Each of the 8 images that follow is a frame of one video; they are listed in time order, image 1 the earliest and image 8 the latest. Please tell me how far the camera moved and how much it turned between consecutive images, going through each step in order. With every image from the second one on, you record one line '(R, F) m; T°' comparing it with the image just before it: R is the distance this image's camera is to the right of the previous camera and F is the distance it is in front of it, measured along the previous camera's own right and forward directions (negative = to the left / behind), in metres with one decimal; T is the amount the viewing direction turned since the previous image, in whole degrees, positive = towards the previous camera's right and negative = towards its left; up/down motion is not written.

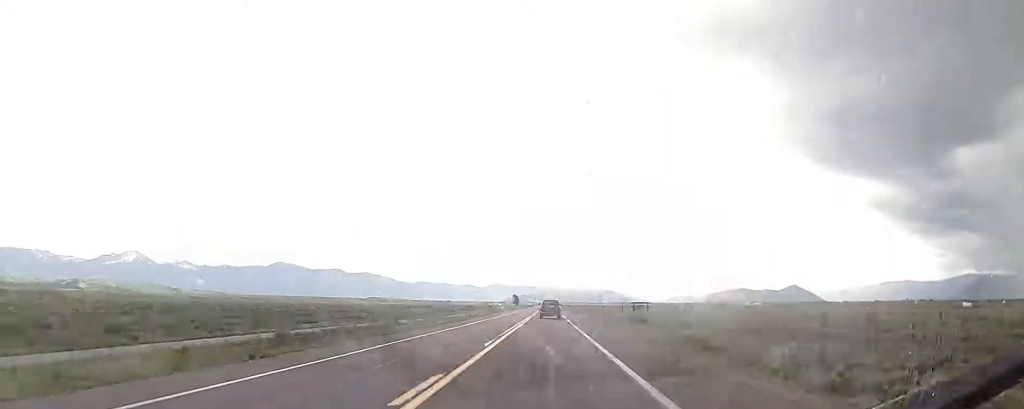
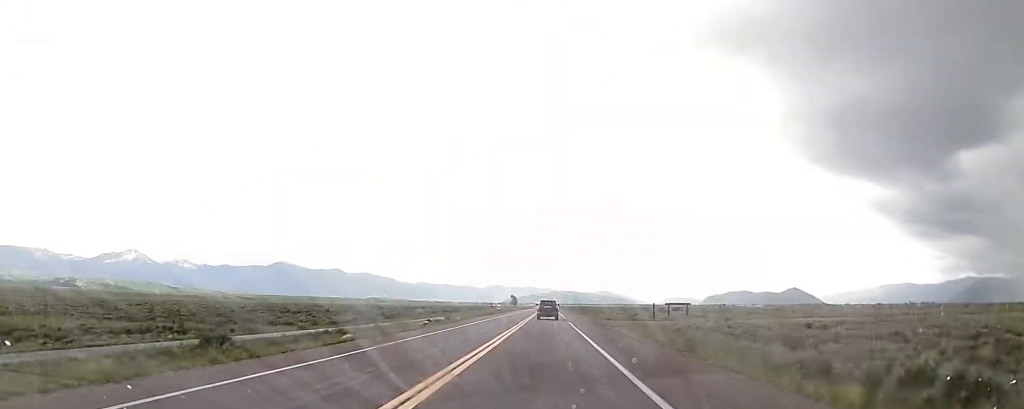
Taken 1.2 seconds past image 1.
(0.0, +30.1) m; -1°
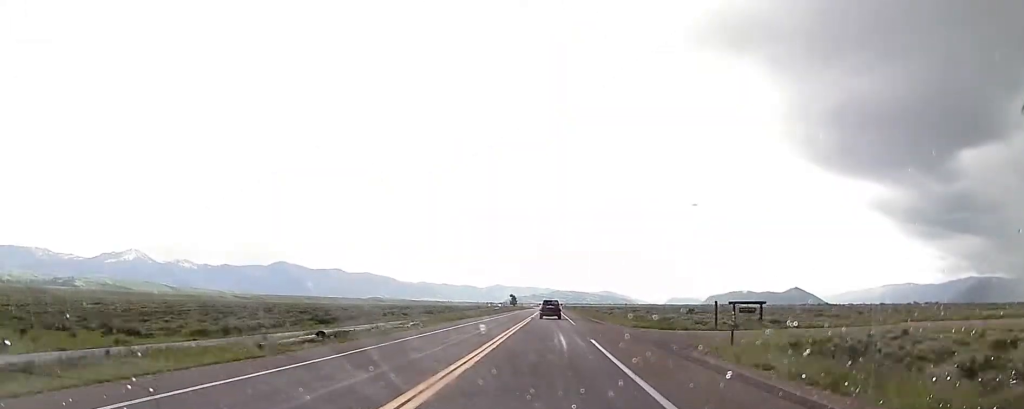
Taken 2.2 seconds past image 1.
(-0.3, +25.8) m; 0°
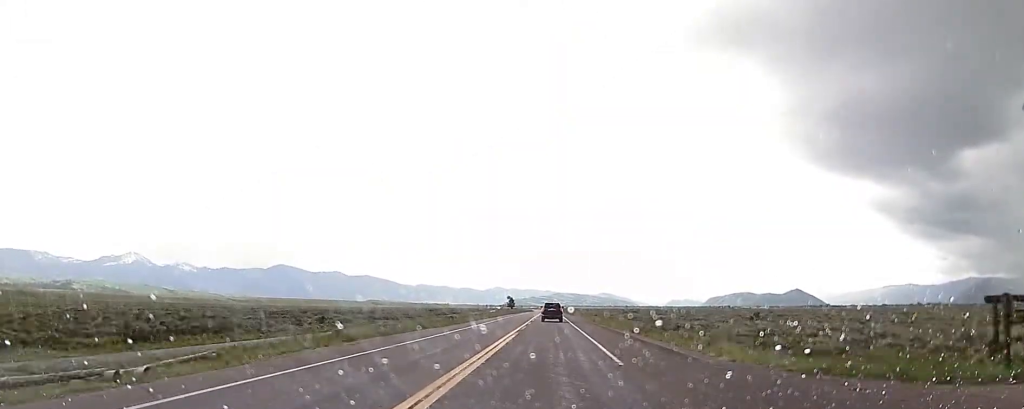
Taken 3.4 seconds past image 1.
(+0.2, +29.8) m; +1°
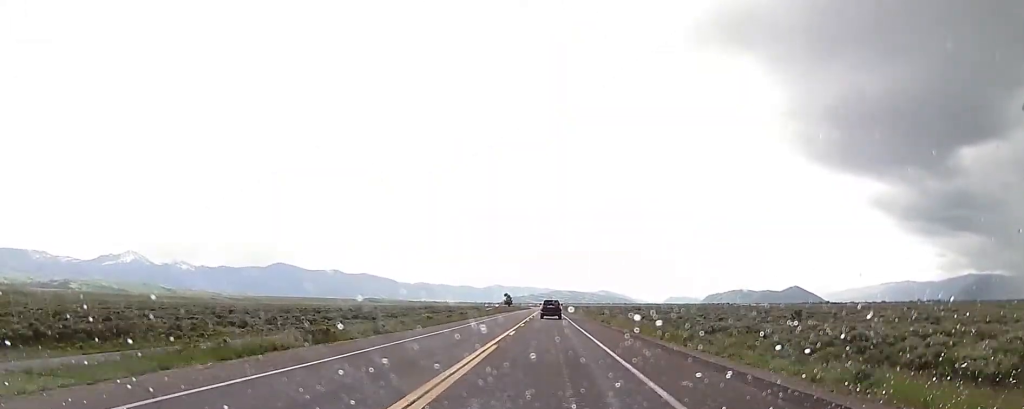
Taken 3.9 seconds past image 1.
(0.0, +11.5) m; 0°
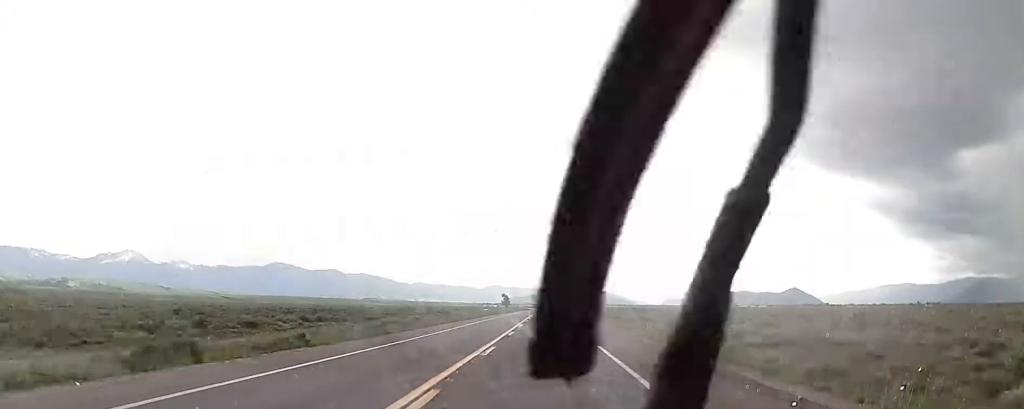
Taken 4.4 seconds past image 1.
(0.0, +11.5) m; 0°
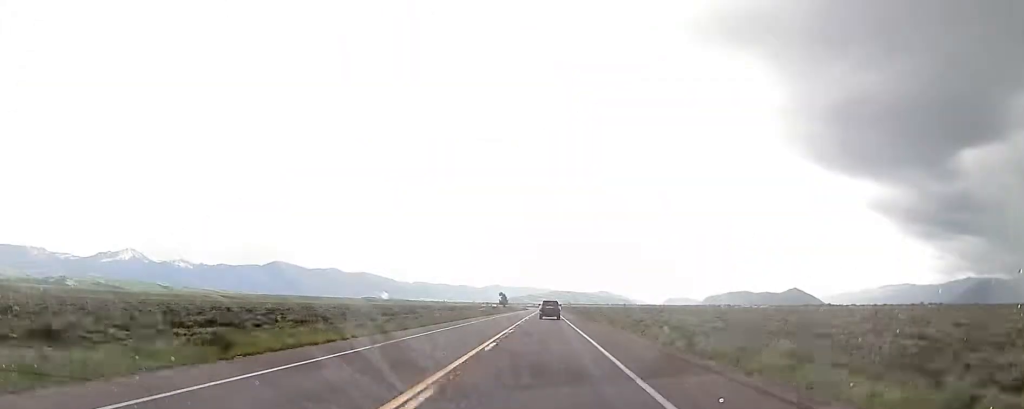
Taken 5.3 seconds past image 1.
(0.0, +23.0) m; 0°
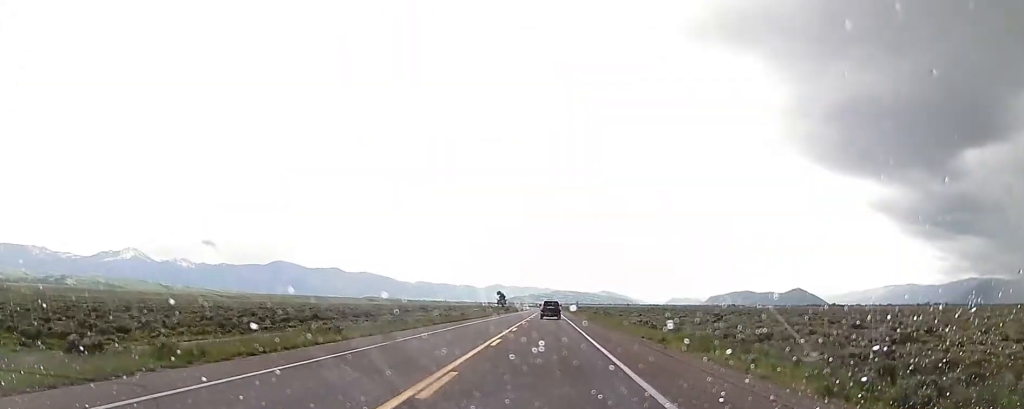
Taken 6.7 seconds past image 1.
(-0.1, +34.5) m; -1°
